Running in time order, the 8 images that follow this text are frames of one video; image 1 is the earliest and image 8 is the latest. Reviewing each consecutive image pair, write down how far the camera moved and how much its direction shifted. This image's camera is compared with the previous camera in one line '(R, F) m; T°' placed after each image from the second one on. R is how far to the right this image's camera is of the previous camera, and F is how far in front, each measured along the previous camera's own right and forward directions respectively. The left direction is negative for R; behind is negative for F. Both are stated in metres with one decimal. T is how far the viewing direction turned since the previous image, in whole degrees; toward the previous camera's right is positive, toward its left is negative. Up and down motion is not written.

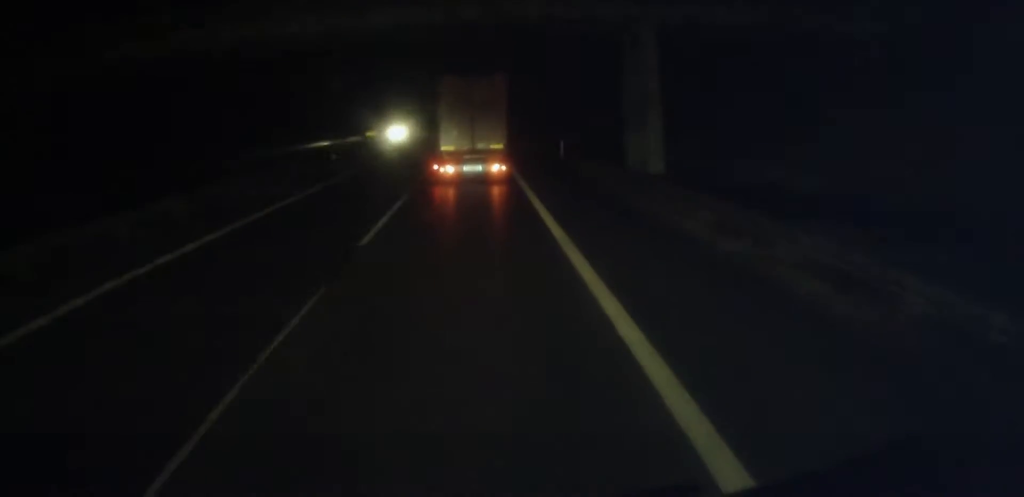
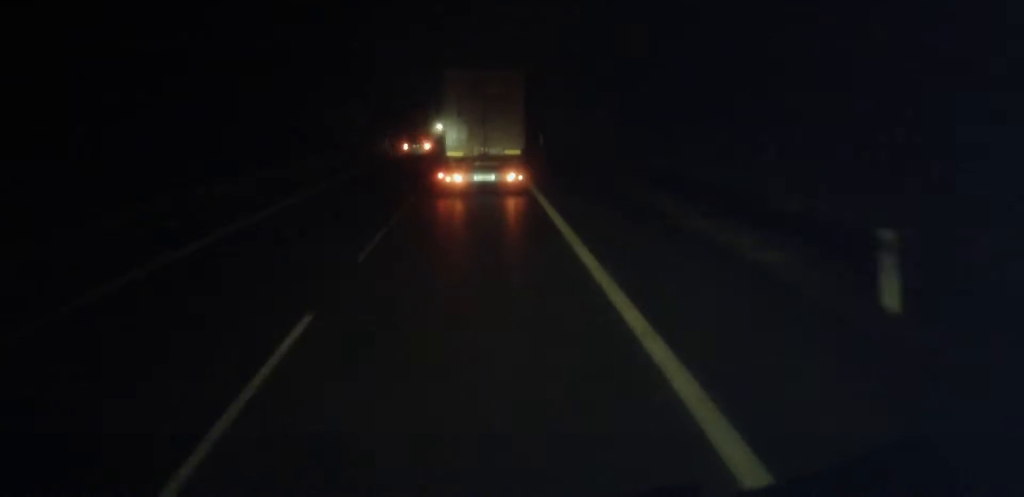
(-1.1, +132.8) m; 0°
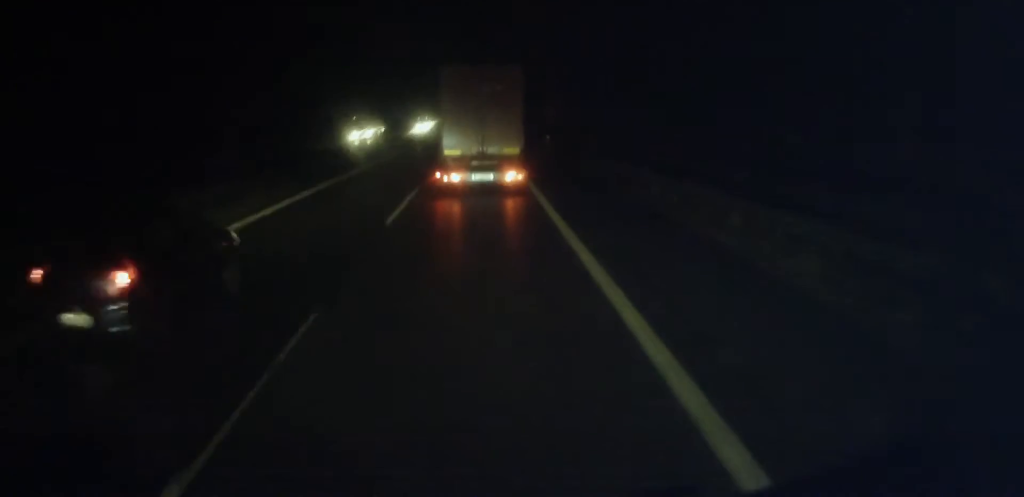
(+0.4, +108.4) m; +1°
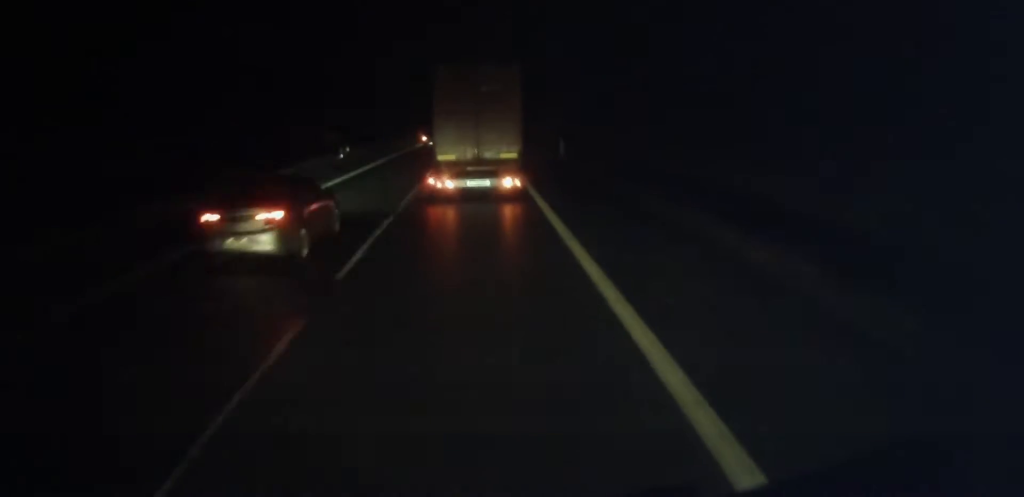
(+0.9, +107.6) m; +1°
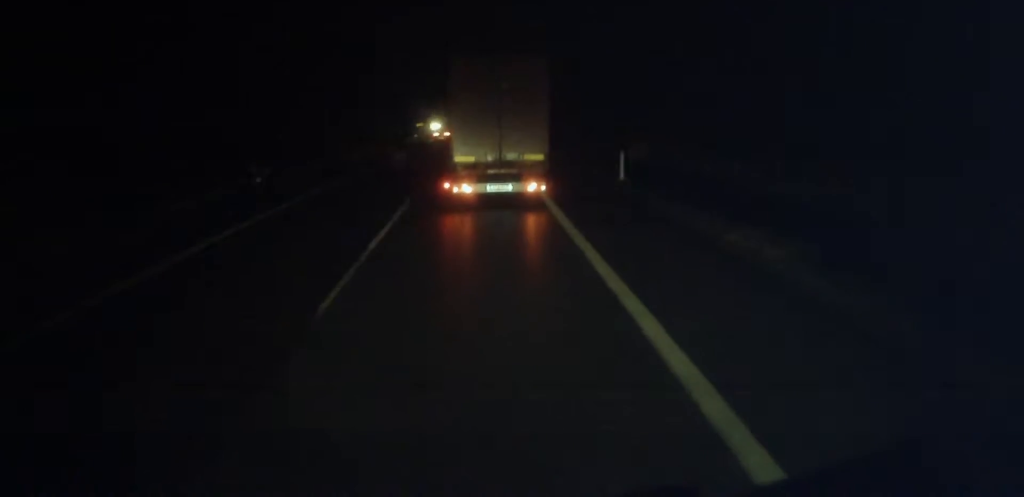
(+0.5, +117.5) m; 0°
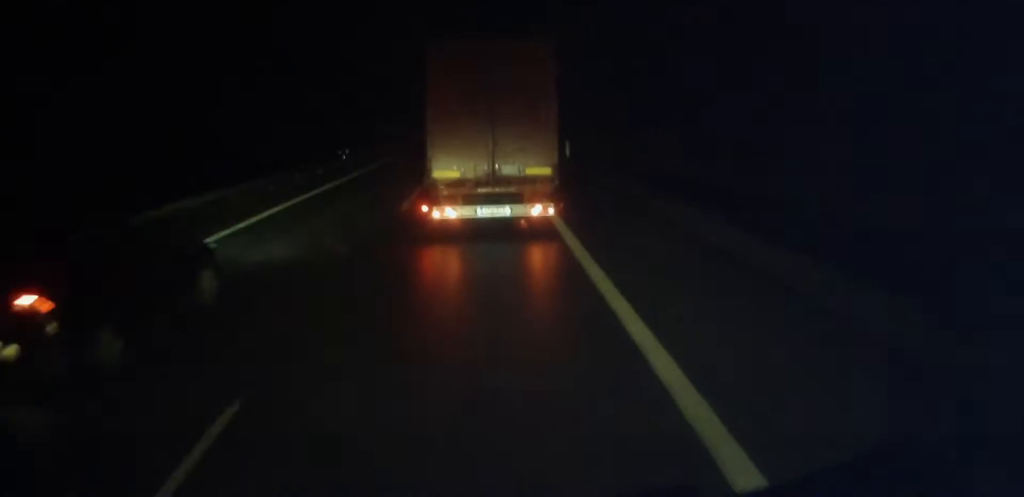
(+0.7, +135.0) m; 0°
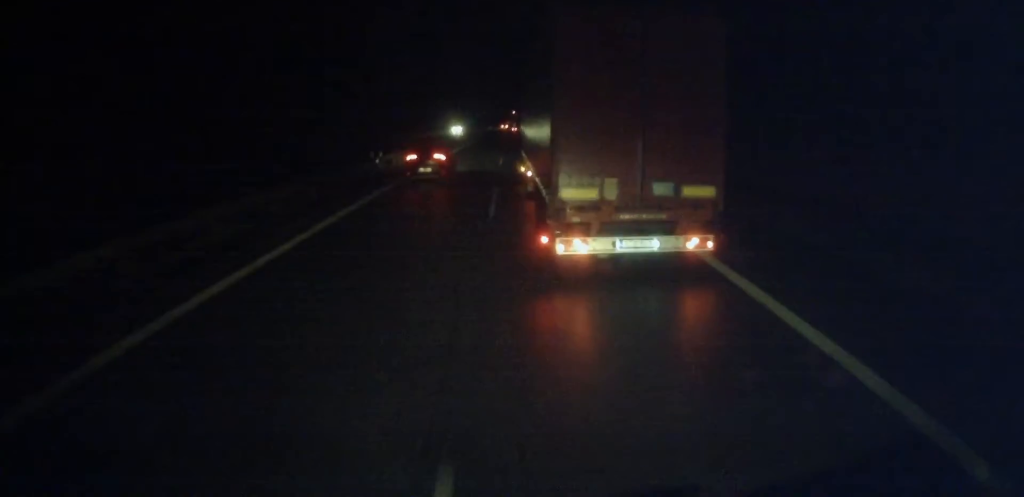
(-0.3, +54.3) m; 0°
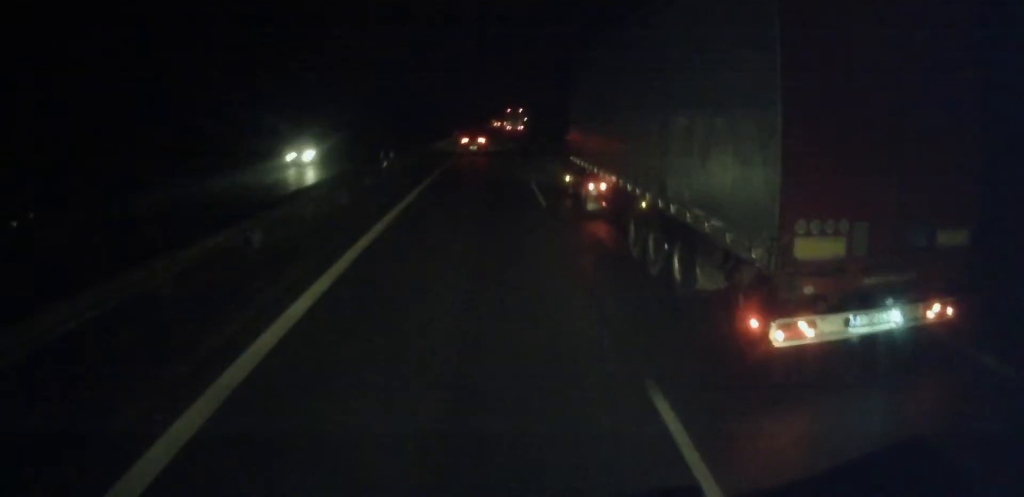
(-0.7, +51.3) m; 0°
